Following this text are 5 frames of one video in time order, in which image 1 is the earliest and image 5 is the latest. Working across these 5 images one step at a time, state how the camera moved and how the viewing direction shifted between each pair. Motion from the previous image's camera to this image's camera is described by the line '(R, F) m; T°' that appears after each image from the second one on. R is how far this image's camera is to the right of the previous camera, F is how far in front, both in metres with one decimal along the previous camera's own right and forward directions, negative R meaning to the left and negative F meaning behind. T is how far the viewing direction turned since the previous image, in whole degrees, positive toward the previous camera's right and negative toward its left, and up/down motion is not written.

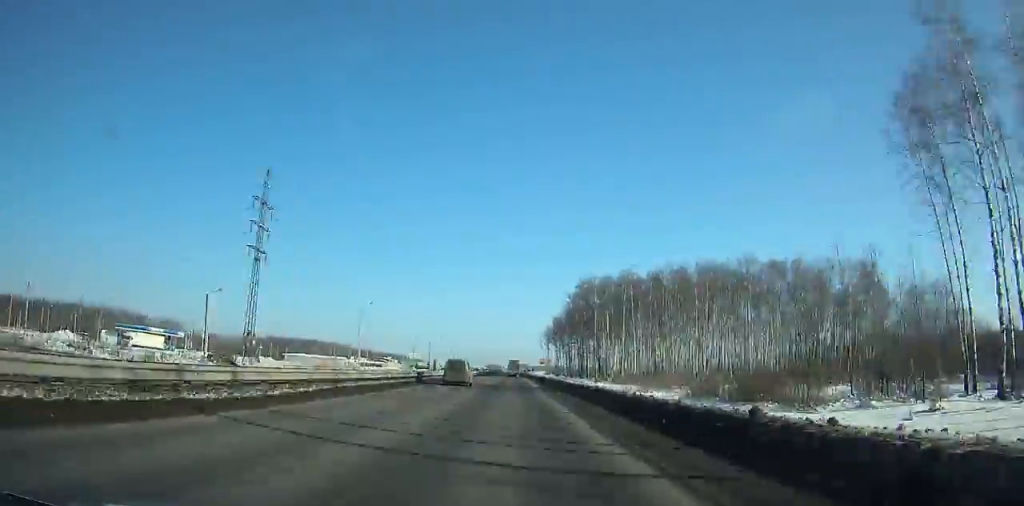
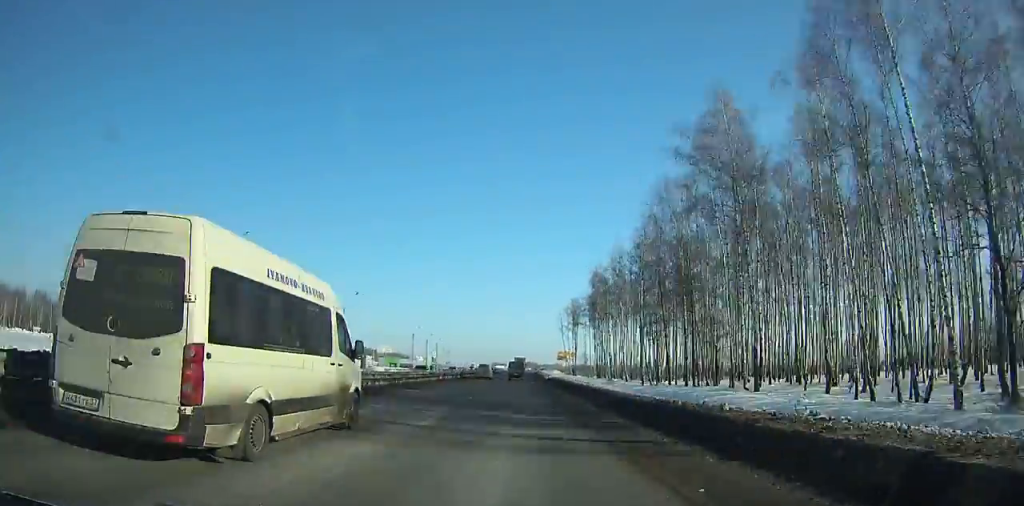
(+0.4, +96.3) m; 0°
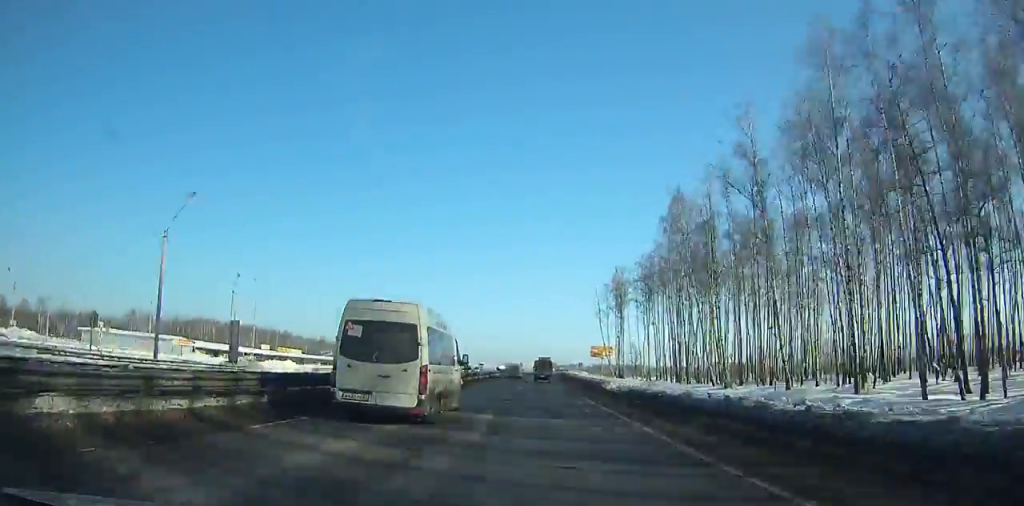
(+0.1, +50.5) m; 0°
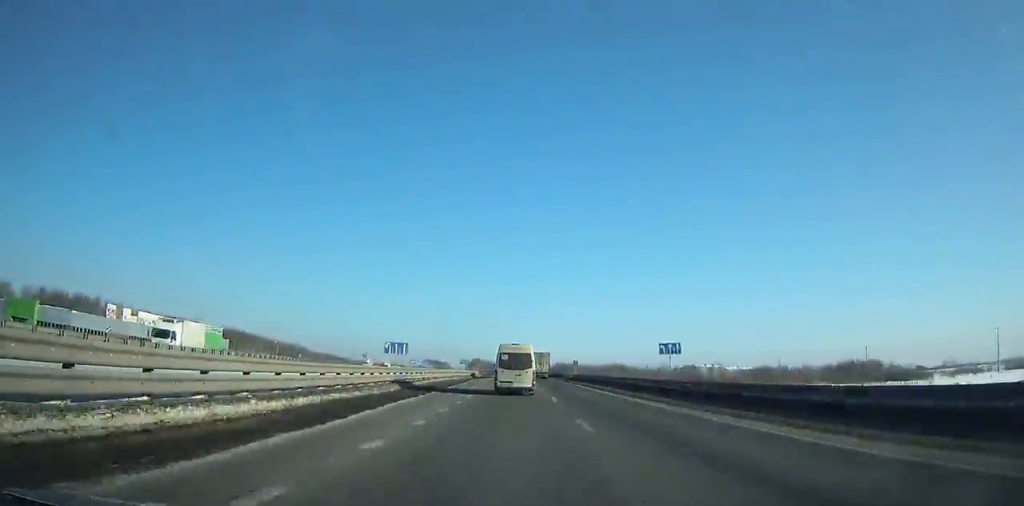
(+2.8, +221.7) m; +3°
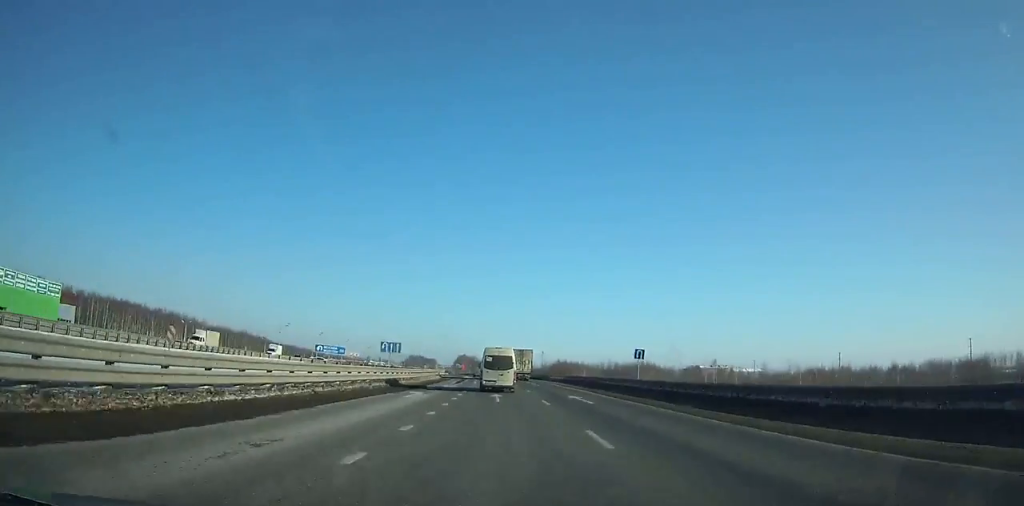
(+1.5, +62.4) m; -1°
